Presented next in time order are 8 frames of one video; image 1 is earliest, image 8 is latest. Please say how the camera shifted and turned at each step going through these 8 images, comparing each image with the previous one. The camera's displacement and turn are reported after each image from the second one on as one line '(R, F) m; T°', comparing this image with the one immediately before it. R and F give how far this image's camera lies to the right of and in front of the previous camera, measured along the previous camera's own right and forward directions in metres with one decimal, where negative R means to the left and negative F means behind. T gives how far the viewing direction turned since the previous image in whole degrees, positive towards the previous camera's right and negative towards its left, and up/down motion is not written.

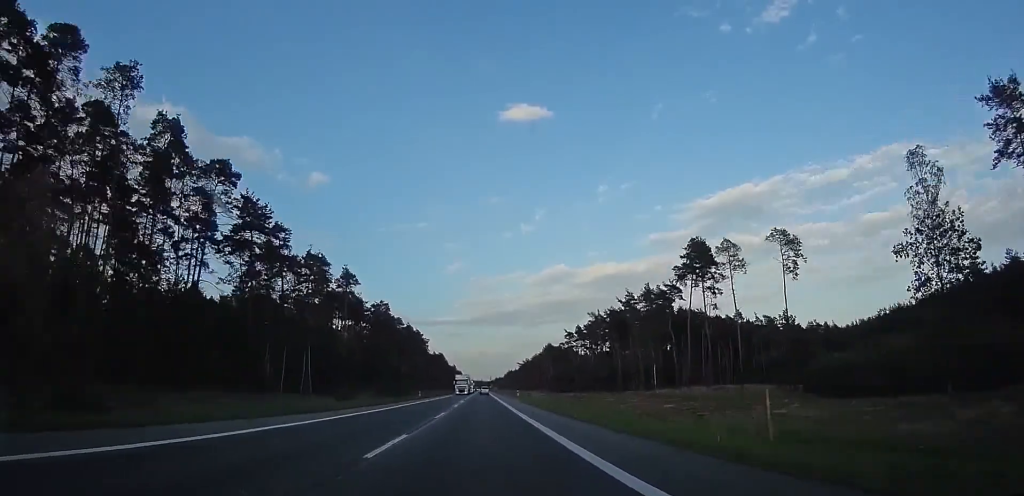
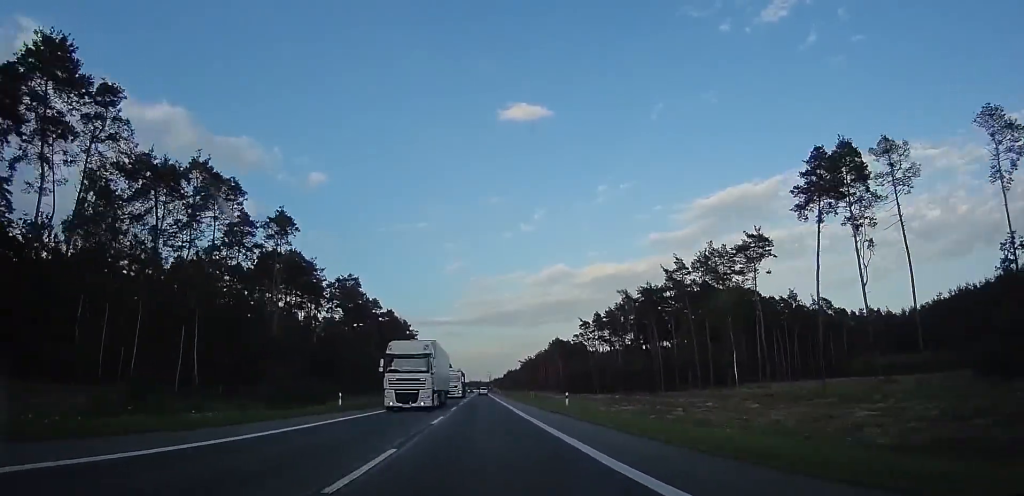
(+0.8, +38.9) m; +1°
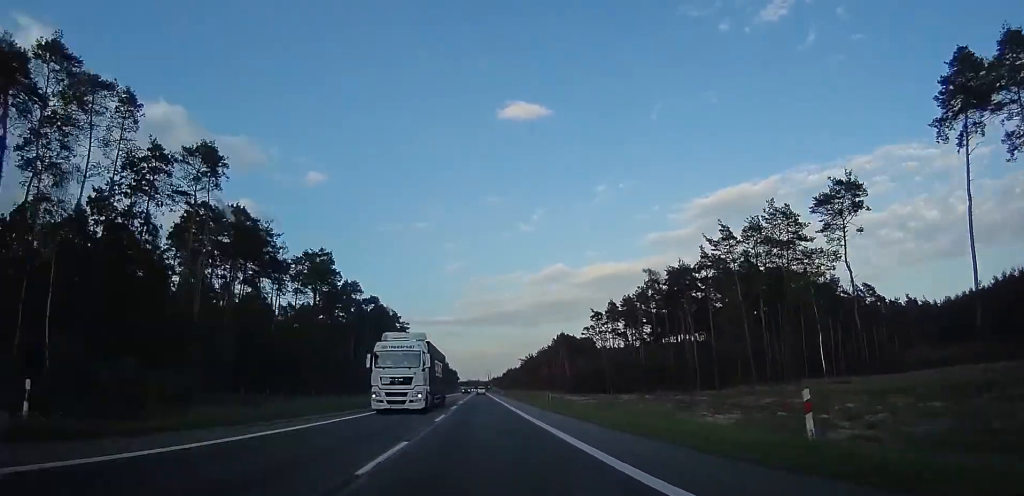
(-0.2, +22.5) m; 0°
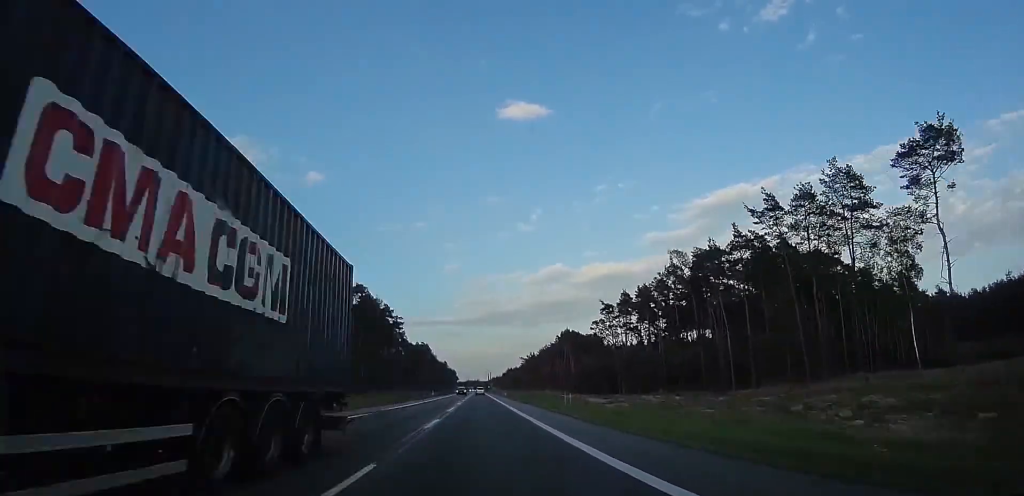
(0.0, +15.3) m; 0°
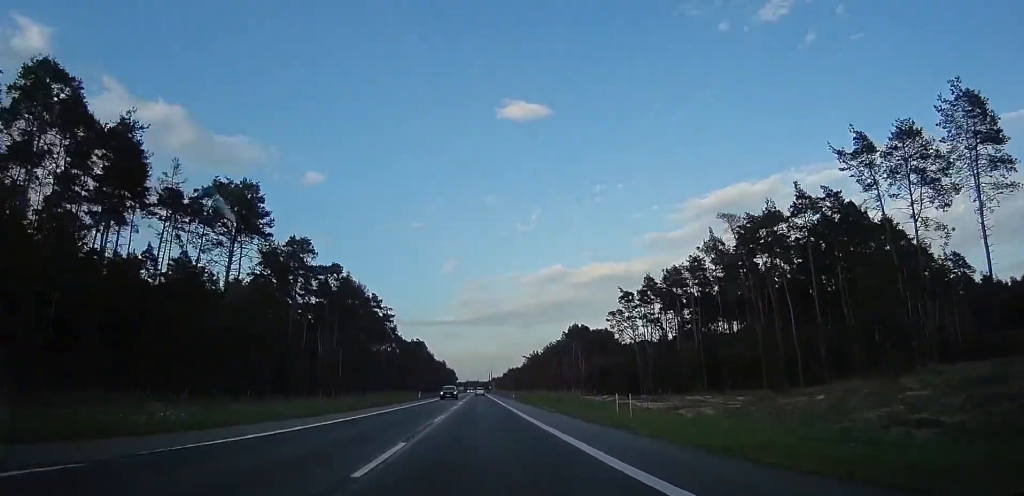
(0.0, +20.7) m; 0°
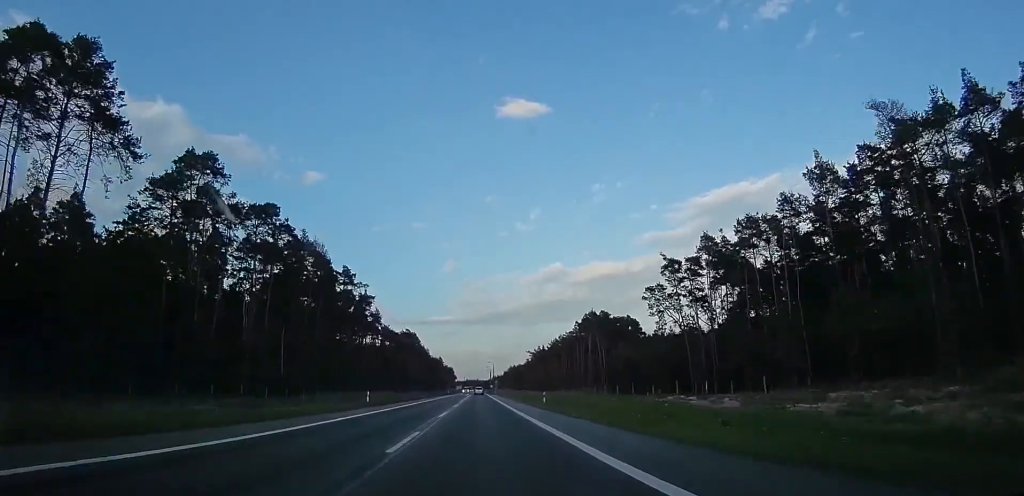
(0.0, +33.5) m; 0°
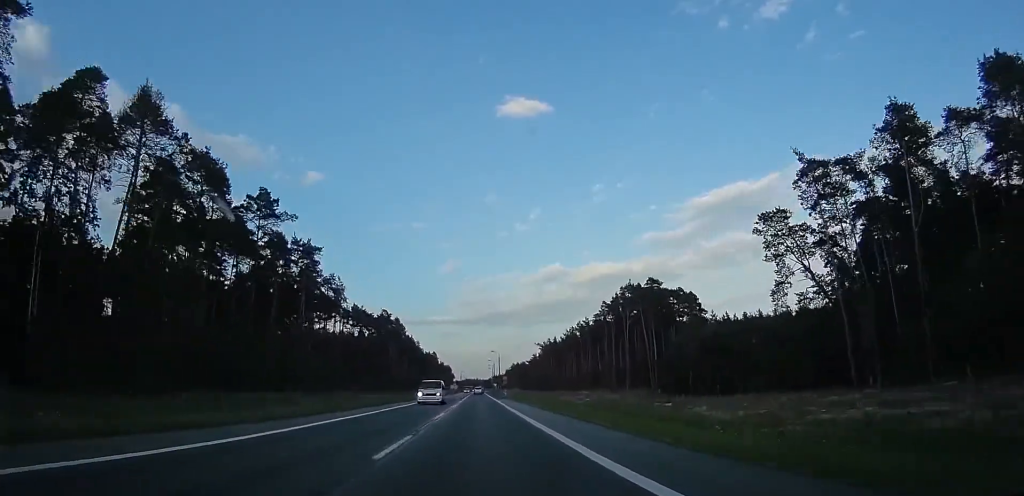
(0.0, +50.0) m; 0°
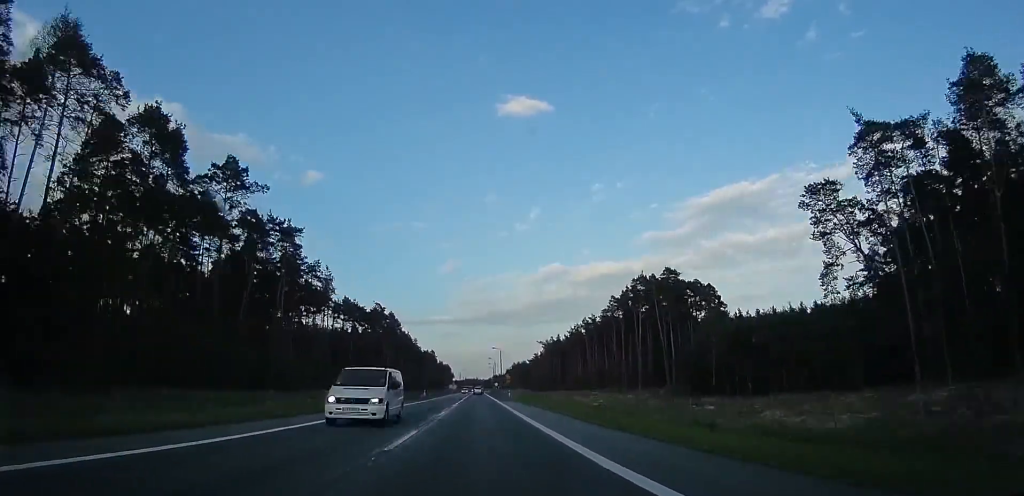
(0.0, +11.4) m; 0°
